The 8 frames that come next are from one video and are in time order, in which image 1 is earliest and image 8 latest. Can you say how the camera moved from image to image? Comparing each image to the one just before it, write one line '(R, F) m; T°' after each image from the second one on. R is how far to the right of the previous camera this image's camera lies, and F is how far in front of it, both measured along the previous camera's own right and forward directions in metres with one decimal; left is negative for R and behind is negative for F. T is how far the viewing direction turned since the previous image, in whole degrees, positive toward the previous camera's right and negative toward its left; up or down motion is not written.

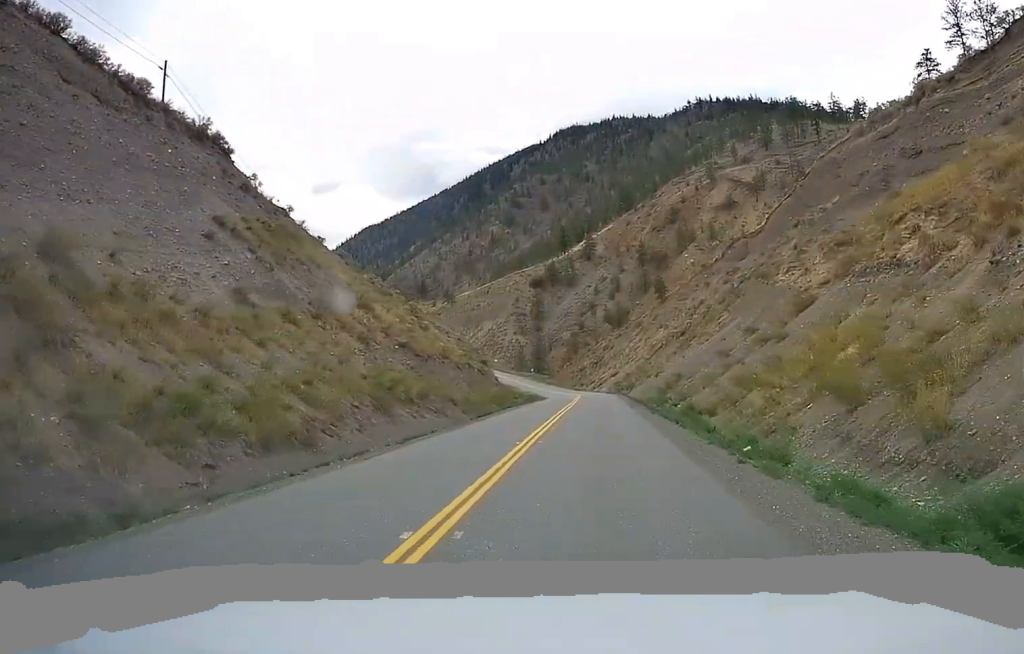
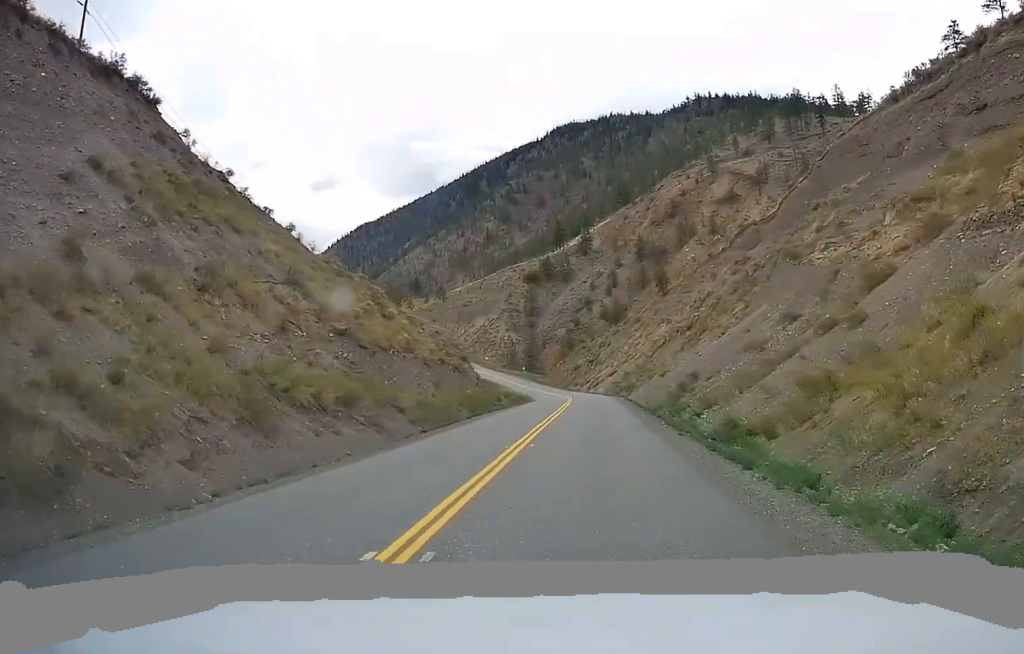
(0.0, +12.6) m; 0°
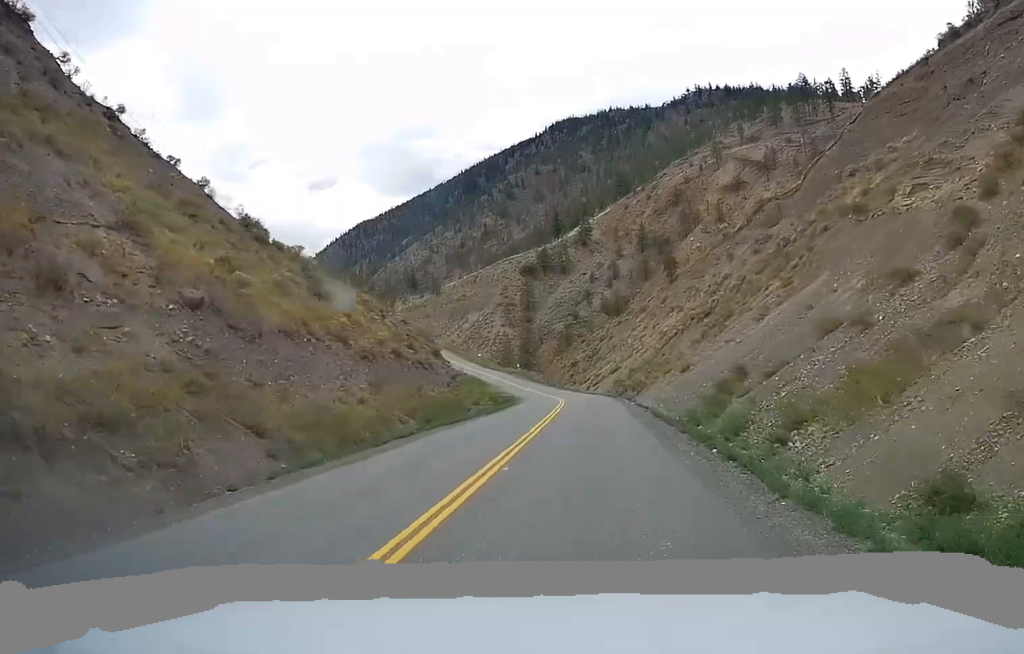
(0.0, +16.2) m; 0°
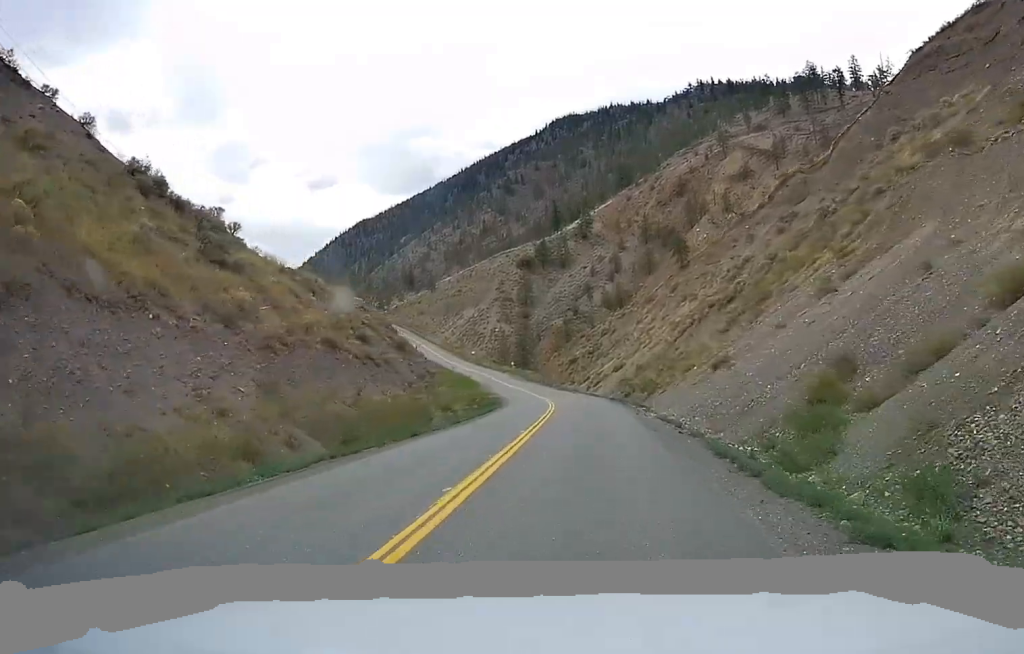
(0.0, +14.2) m; 0°
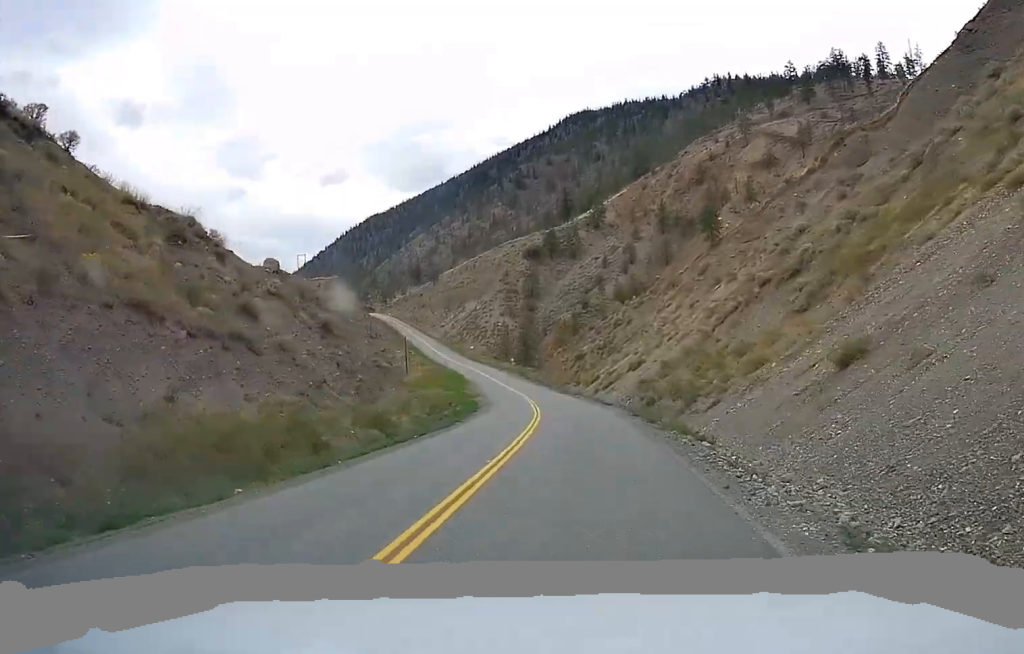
(-0.1, +19.6) m; -1°
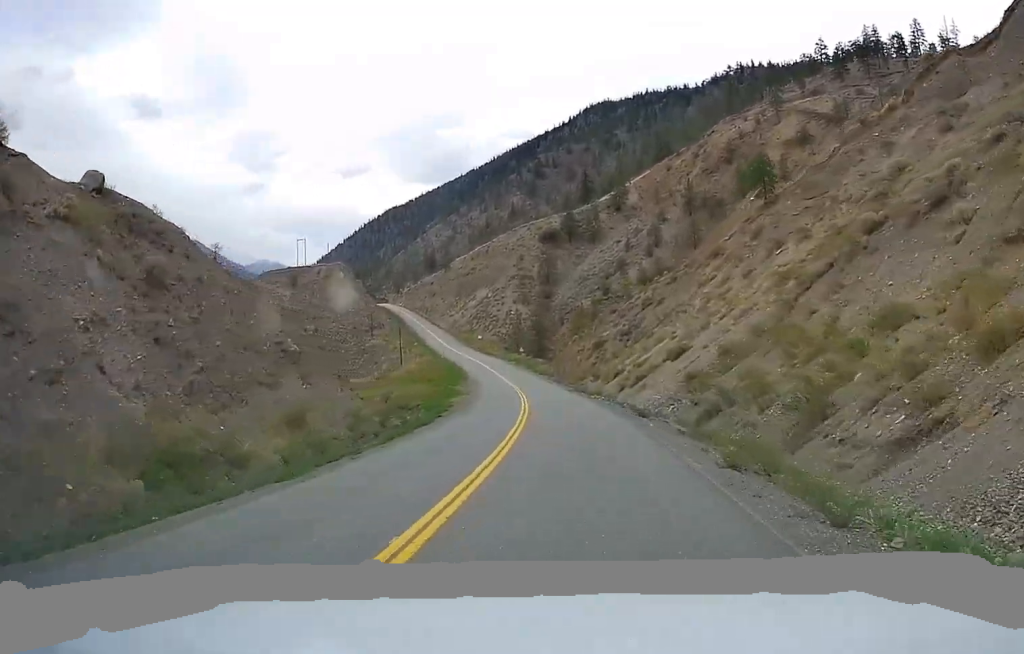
(-0.2, +20.0) m; -1°
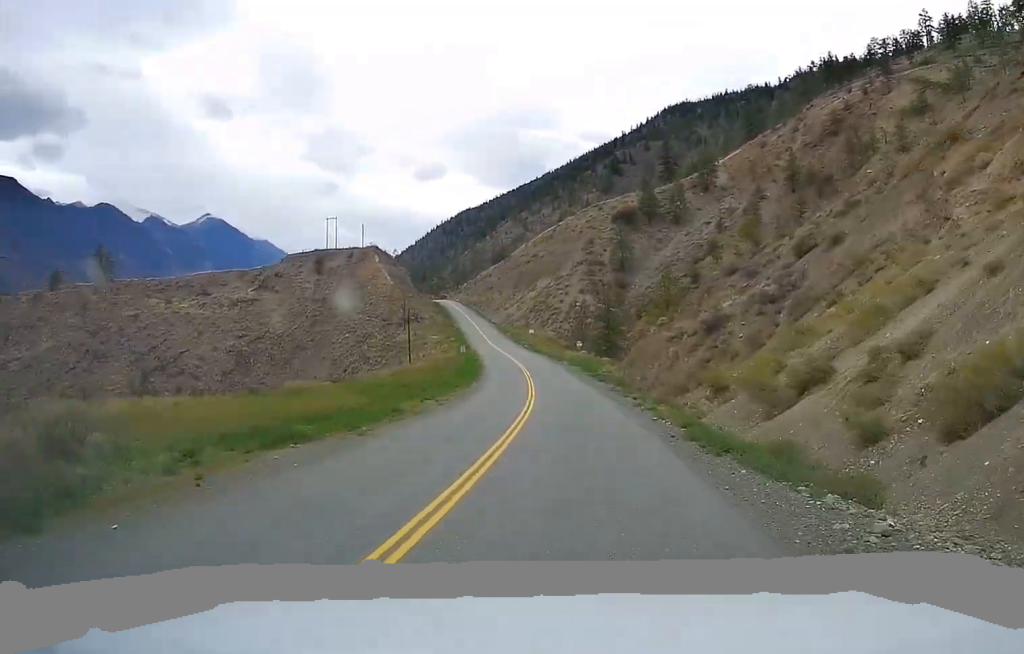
(-0.8, +40.8) m; -3°
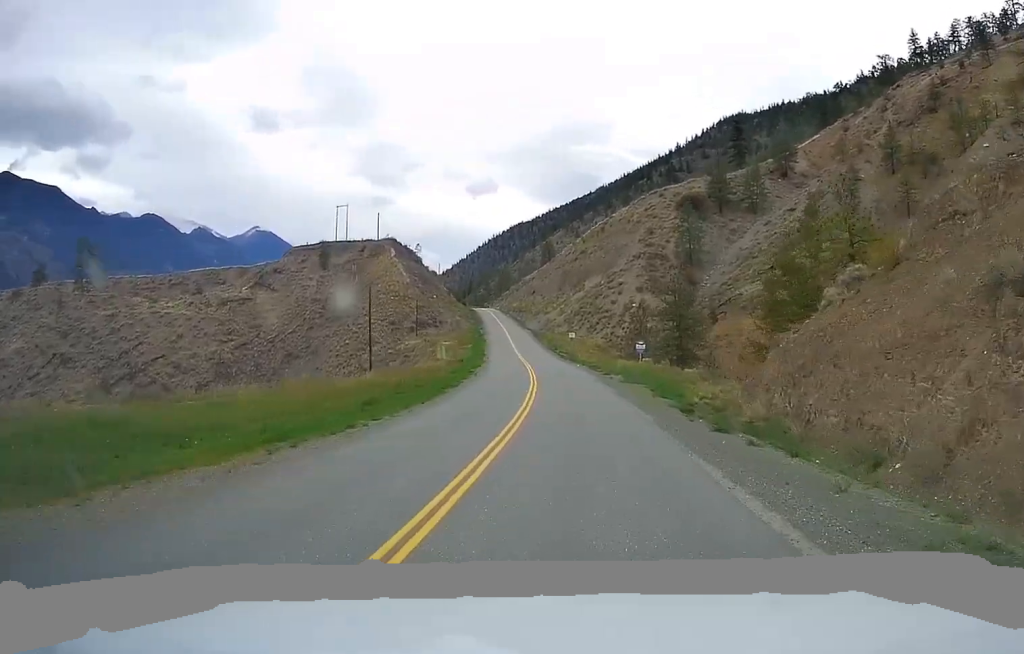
(-1.9, +36.4) m; -4°
